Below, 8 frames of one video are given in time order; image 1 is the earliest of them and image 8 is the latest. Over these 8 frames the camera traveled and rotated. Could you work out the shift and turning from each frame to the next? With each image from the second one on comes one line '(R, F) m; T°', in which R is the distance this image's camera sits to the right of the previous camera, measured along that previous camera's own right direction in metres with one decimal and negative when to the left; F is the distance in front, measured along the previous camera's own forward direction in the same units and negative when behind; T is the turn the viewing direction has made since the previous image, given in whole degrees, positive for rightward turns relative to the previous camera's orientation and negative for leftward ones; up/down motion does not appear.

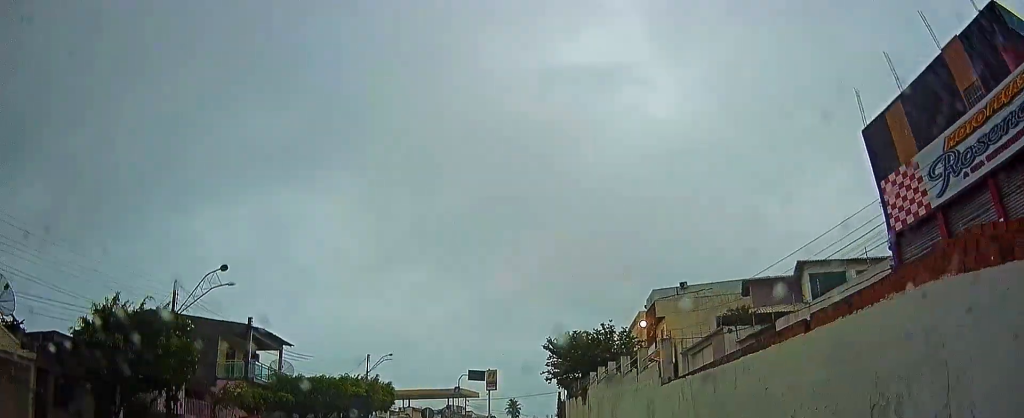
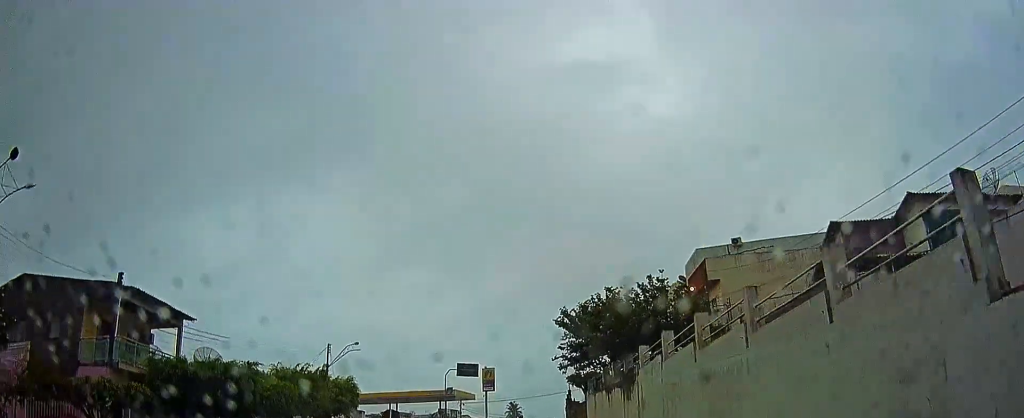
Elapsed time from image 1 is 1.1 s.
(+0.2, +14.5) m; 0°
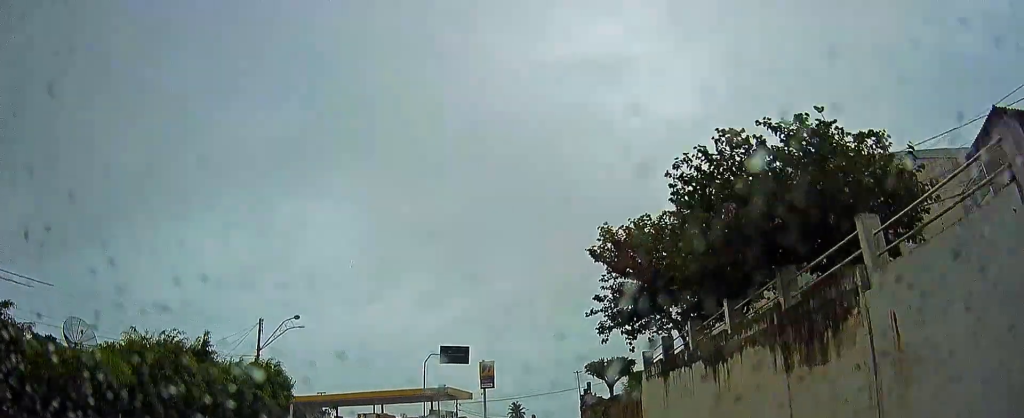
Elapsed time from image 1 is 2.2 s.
(0.0, +15.2) m; +1°
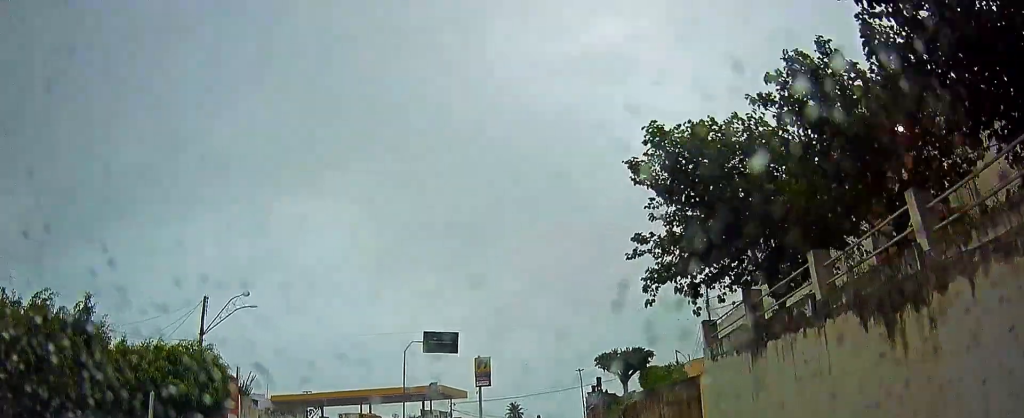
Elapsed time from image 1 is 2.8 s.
(+0.1, +7.0) m; +1°
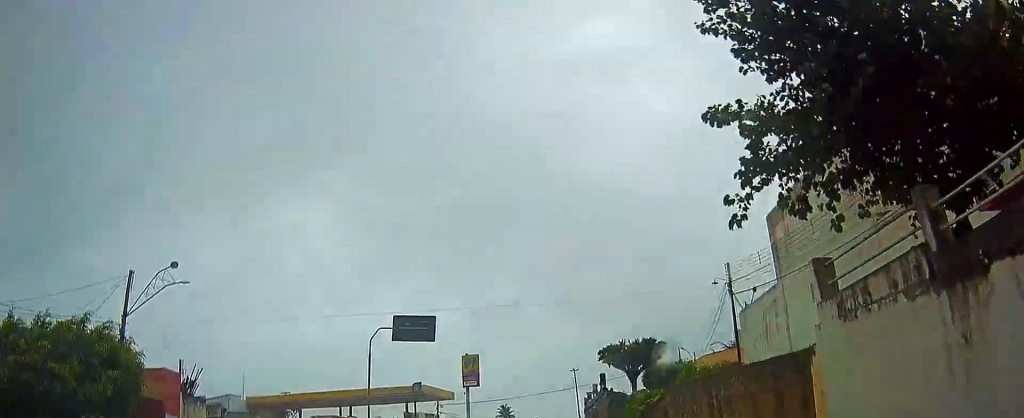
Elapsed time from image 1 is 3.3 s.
(0.0, +6.1) m; +1°
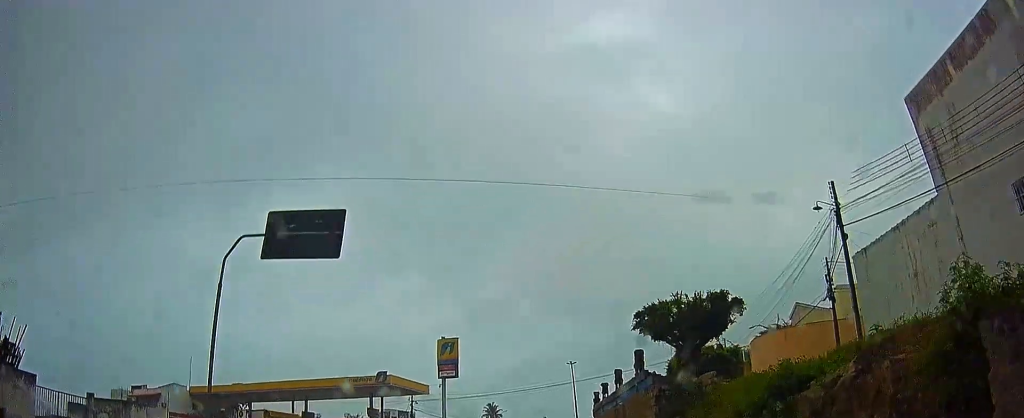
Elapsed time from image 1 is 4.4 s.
(+0.3, +13.8) m; +1°
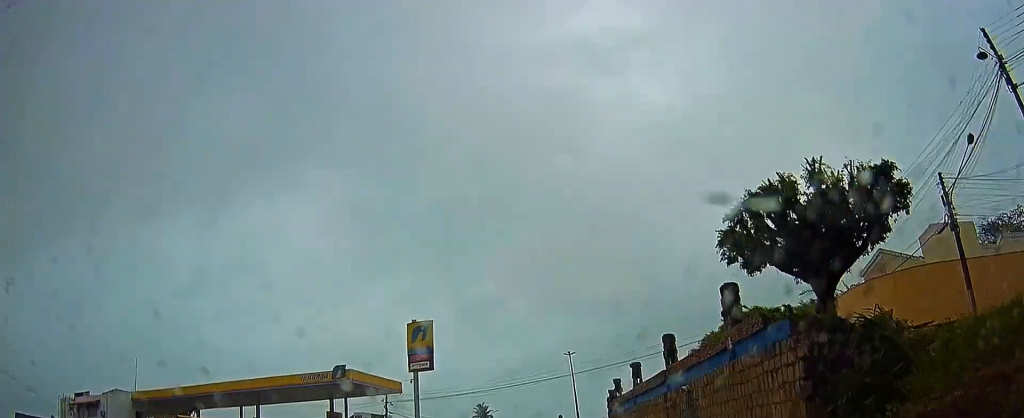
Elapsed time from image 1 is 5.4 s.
(-0.1, +11.8) m; -2°
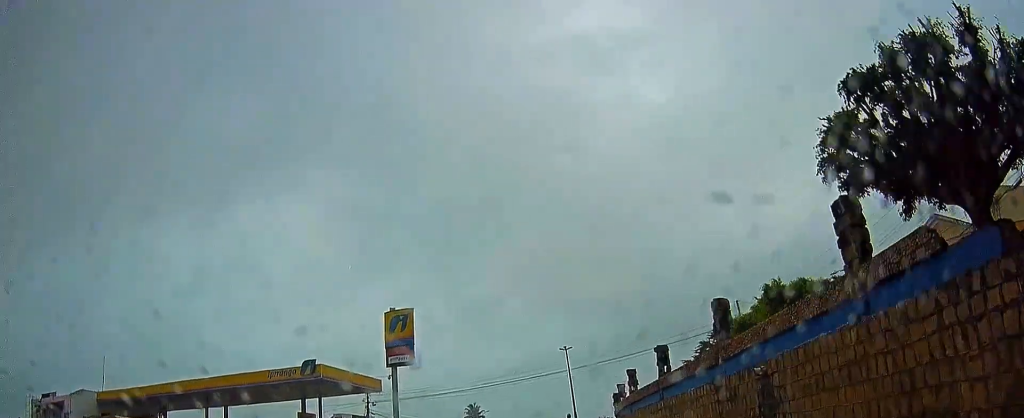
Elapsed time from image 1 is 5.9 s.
(-0.2, +5.7) m; -1°
